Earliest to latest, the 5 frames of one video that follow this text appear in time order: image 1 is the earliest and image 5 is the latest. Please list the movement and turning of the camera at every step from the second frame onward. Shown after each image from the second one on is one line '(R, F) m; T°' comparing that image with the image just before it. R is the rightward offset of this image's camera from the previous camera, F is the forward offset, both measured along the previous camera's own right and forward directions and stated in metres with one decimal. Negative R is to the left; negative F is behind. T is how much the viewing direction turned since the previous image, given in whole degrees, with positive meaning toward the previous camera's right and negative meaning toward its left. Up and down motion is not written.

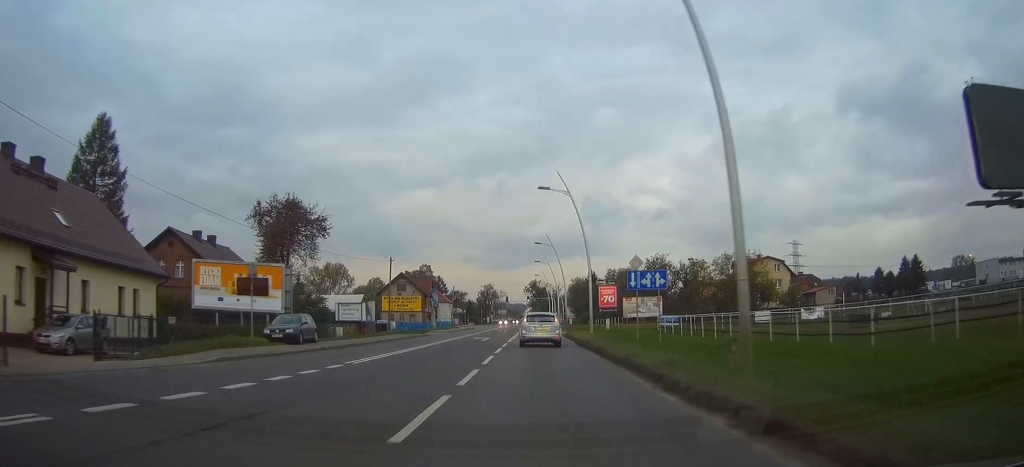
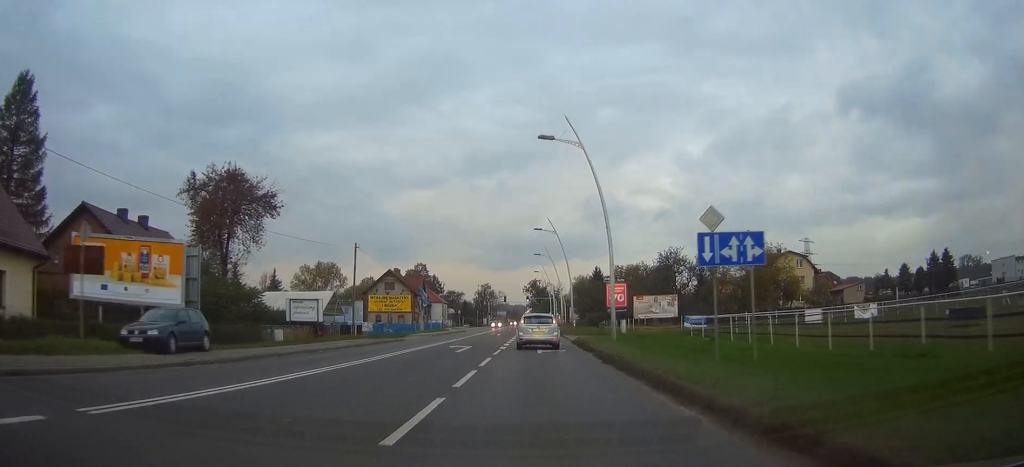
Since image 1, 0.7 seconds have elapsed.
(0.0, +11.7) m; 0°
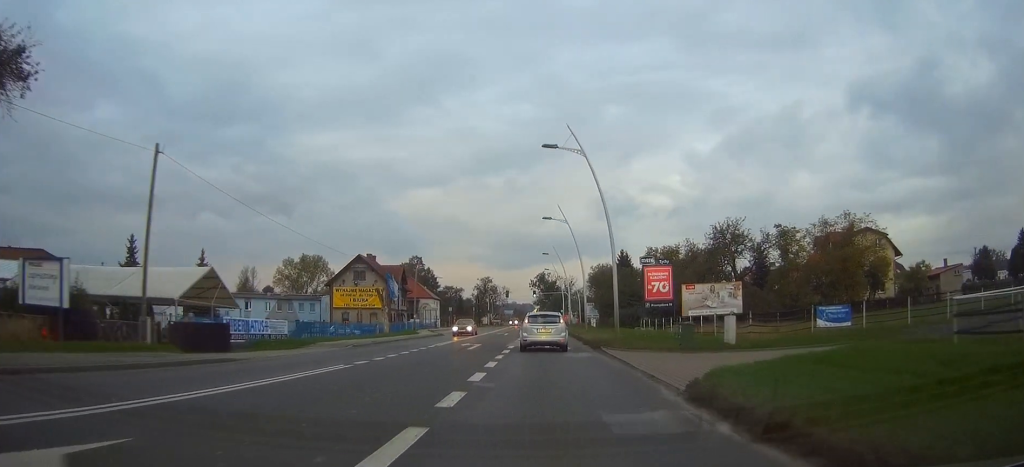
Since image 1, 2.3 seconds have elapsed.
(-0.2, +27.5) m; -1°
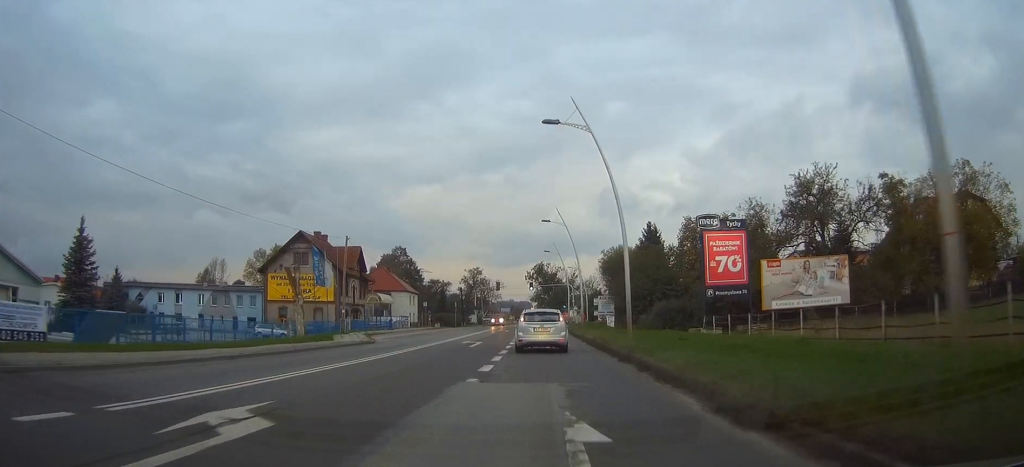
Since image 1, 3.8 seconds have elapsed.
(0.0, +25.4) m; 0°
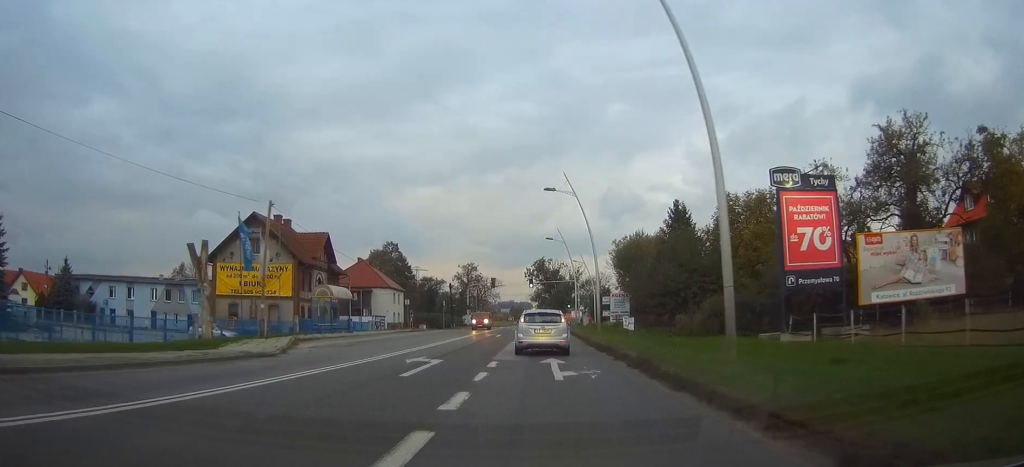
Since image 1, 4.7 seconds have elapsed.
(-0.1, +13.8) m; 0°
